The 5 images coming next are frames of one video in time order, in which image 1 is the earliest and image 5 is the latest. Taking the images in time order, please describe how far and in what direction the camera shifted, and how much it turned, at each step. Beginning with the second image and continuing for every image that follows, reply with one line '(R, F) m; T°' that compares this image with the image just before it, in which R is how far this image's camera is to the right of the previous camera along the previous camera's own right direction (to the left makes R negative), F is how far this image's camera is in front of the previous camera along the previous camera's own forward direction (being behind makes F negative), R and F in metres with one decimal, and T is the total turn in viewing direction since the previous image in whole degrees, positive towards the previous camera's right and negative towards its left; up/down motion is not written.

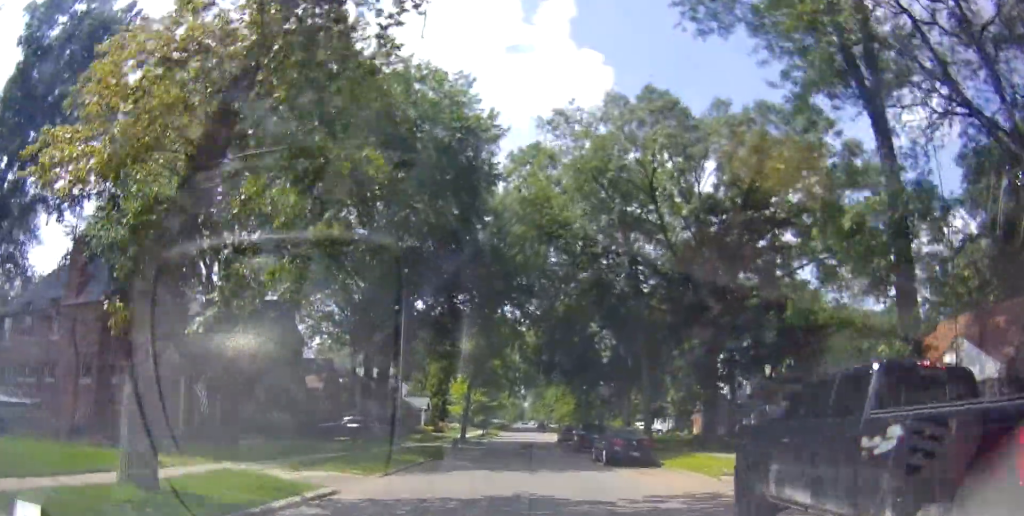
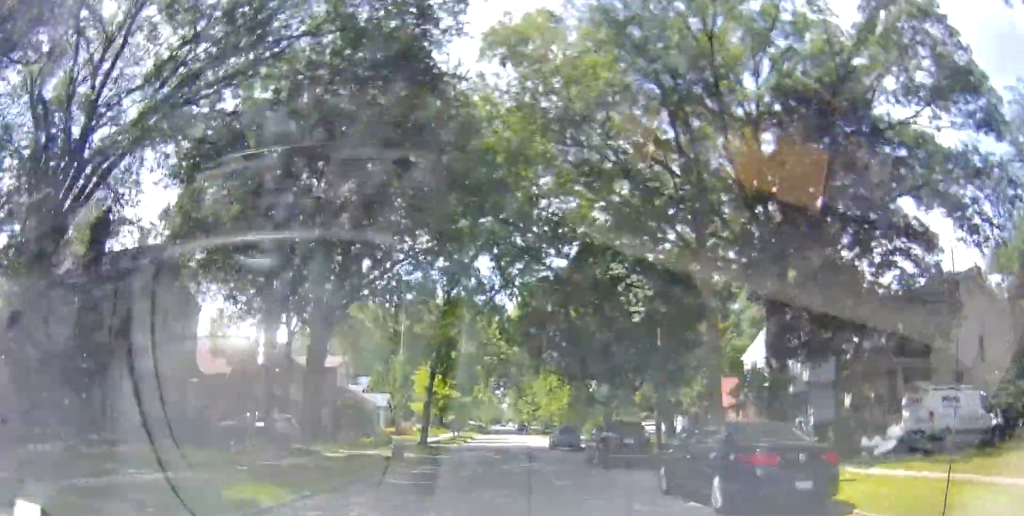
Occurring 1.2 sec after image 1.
(+0.1, +13.0) m; +3°
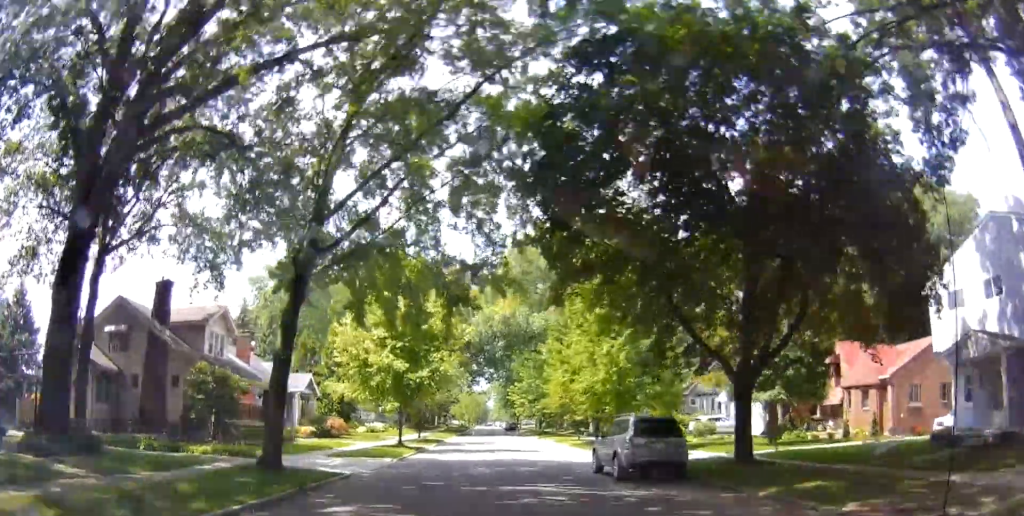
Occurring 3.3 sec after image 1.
(+0.4, +23.2) m; +1°
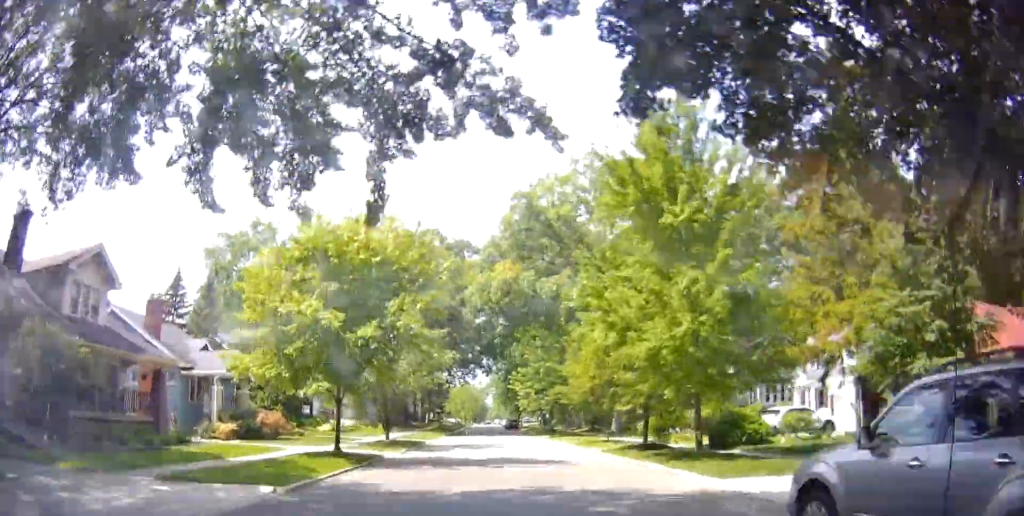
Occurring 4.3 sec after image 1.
(+0.3, +12.3) m; +2°
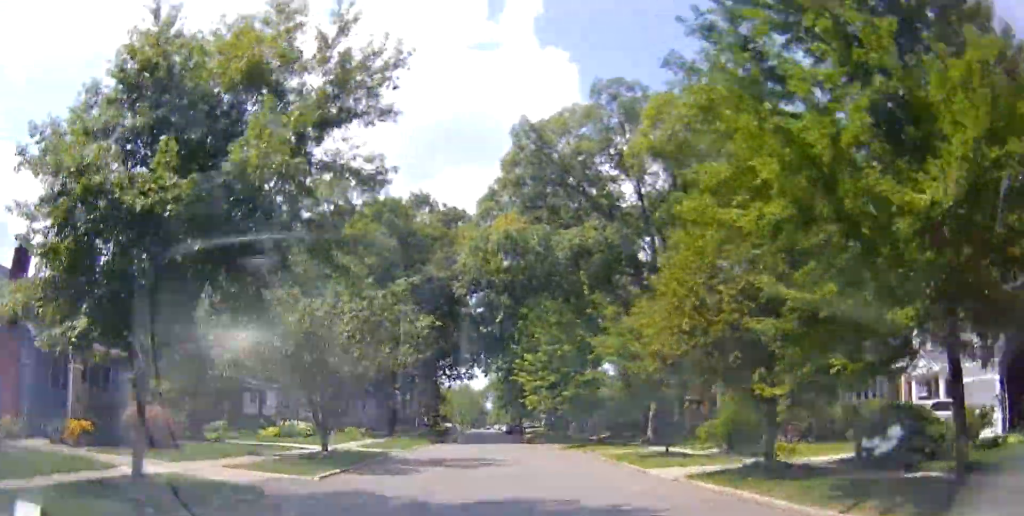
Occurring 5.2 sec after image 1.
(+0.1, +11.8) m; +1°
